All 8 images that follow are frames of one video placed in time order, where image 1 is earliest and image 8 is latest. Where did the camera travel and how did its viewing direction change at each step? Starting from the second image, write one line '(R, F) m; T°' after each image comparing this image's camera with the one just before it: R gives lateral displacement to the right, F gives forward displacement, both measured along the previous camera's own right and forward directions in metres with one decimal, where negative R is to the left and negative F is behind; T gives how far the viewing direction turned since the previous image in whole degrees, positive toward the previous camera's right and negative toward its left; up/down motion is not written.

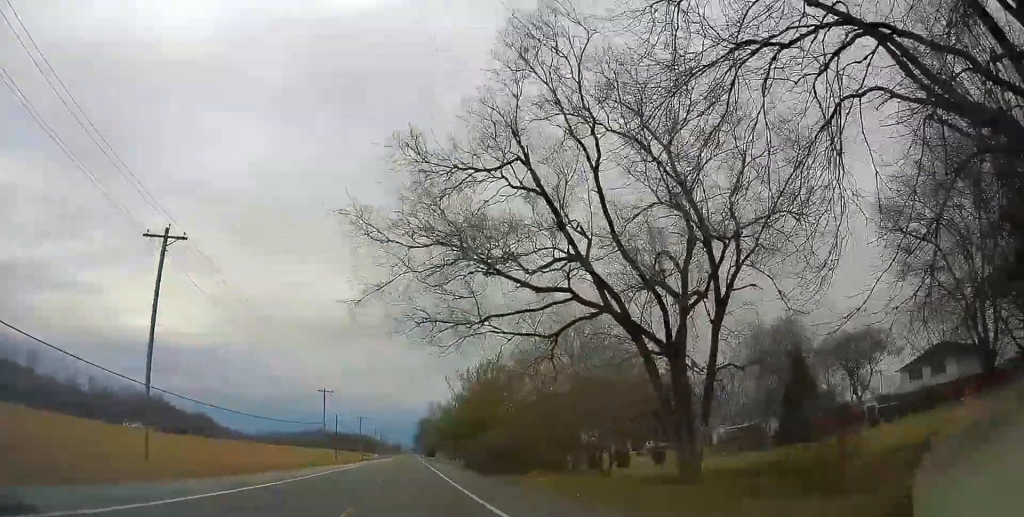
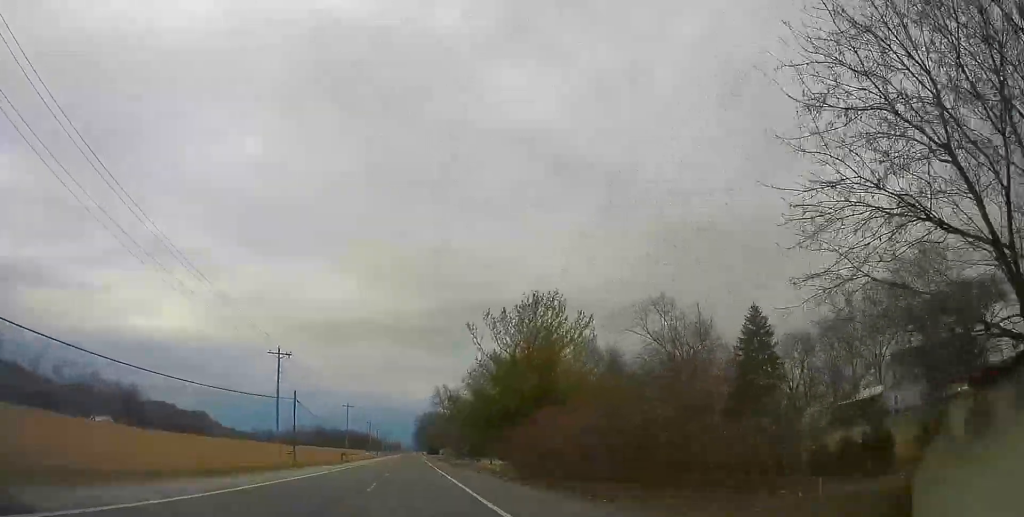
(-0.3, +29.9) m; +1°
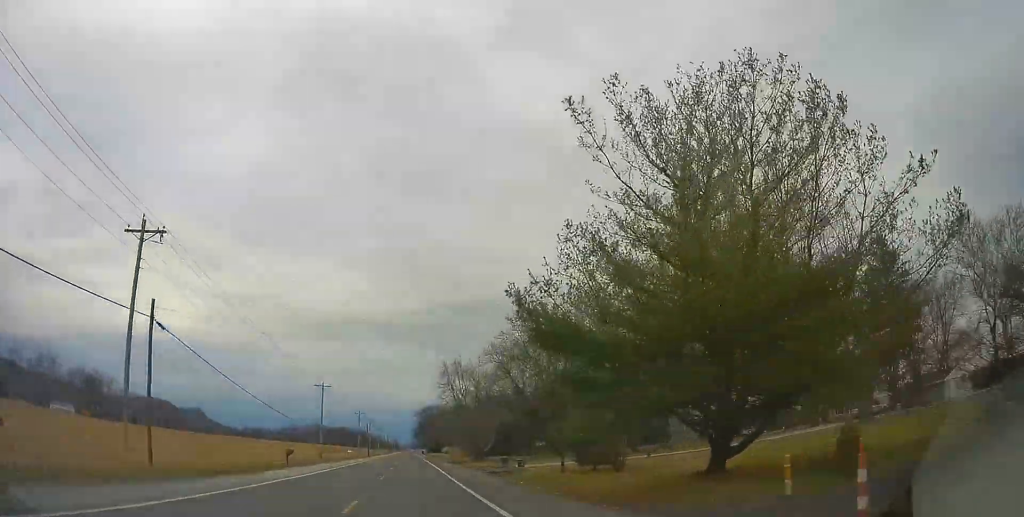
(+0.5, +29.9) m; +1°
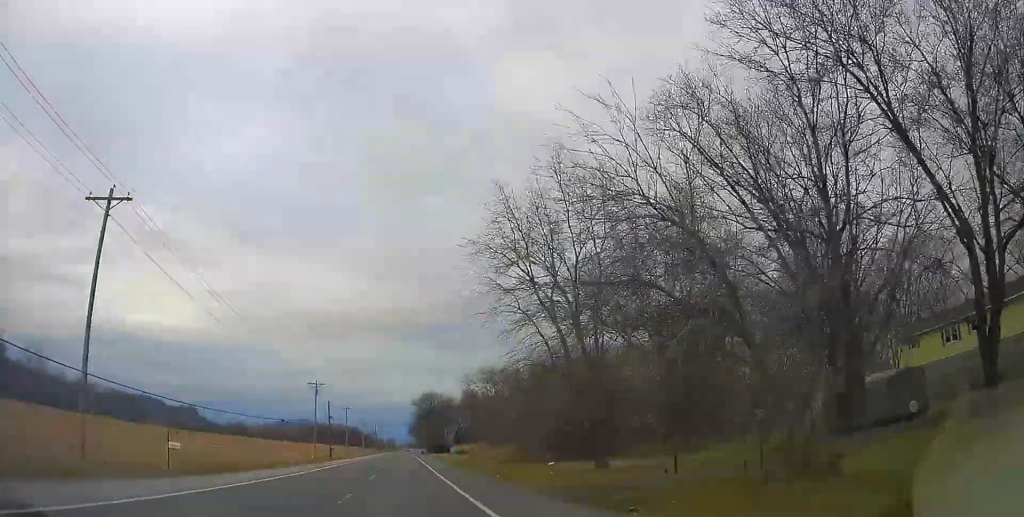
(-0.4, +60.0) m; 0°
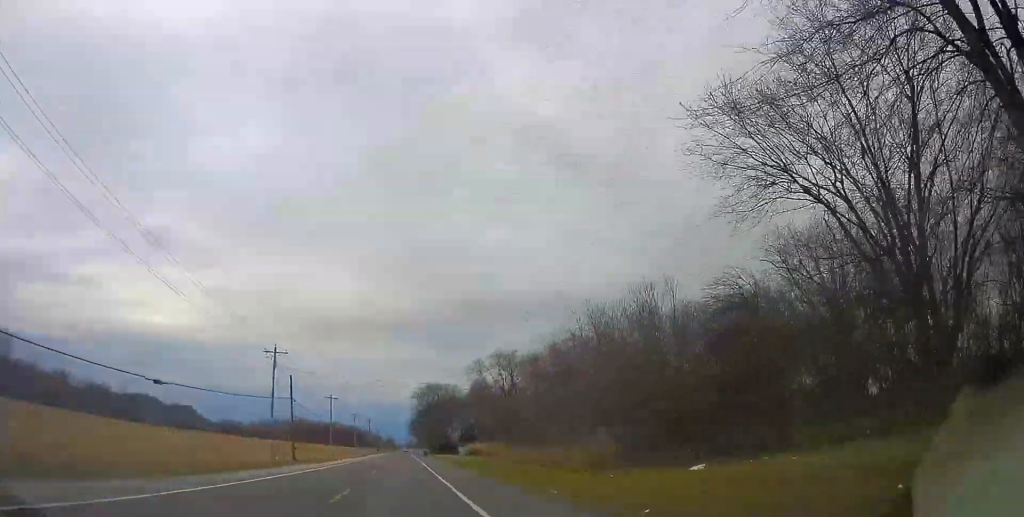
(0.0, +25.1) m; 0°
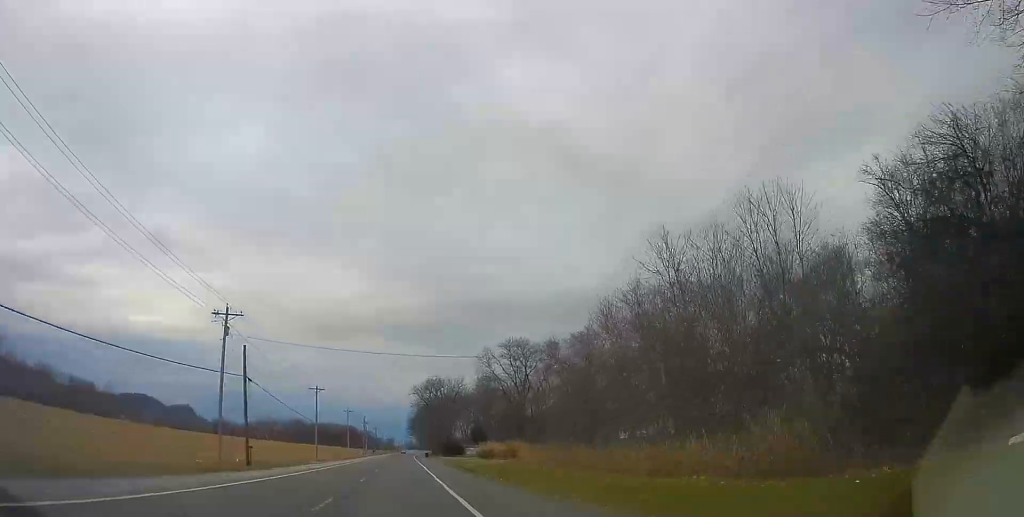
(0.0, +15.2) m; 0°
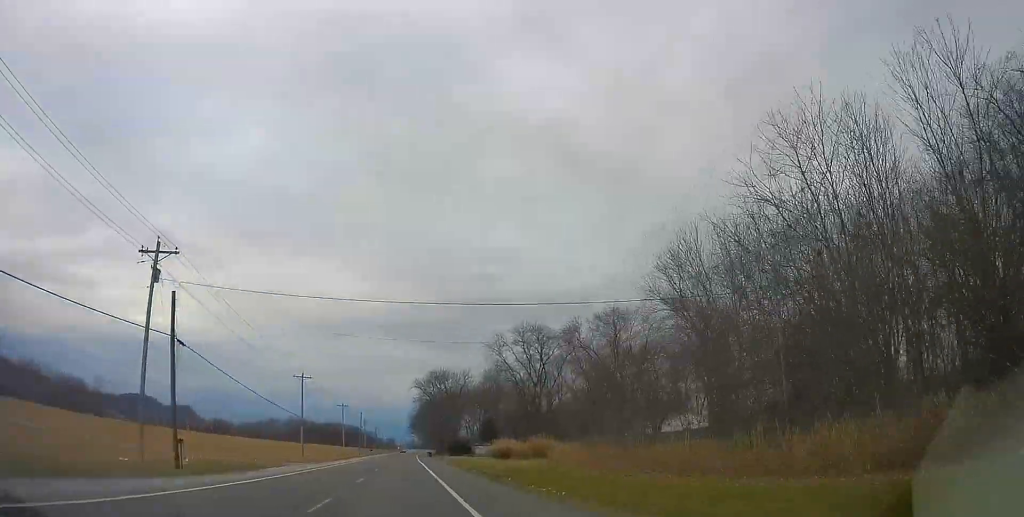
(0.0, +12.6) m; 0°
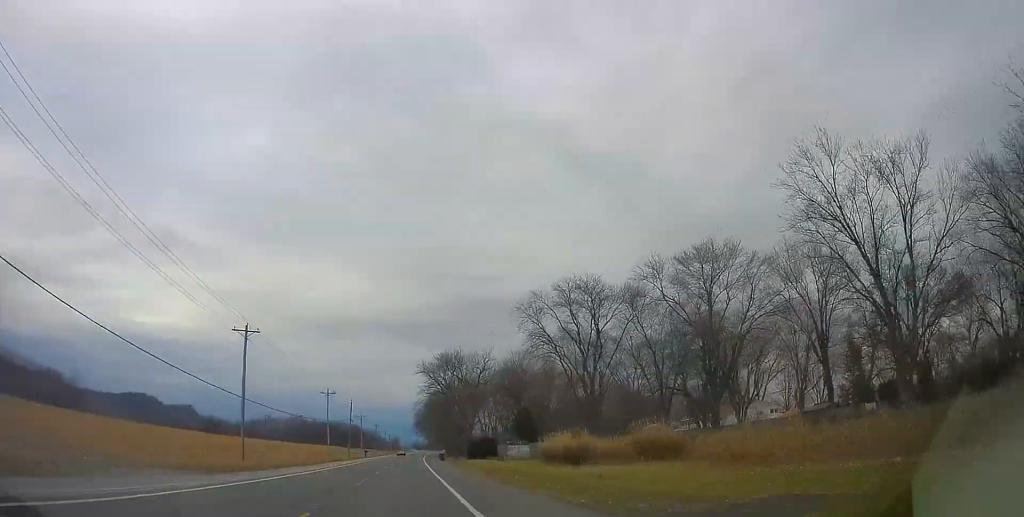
(+0.1, +27.9) m; 0°
